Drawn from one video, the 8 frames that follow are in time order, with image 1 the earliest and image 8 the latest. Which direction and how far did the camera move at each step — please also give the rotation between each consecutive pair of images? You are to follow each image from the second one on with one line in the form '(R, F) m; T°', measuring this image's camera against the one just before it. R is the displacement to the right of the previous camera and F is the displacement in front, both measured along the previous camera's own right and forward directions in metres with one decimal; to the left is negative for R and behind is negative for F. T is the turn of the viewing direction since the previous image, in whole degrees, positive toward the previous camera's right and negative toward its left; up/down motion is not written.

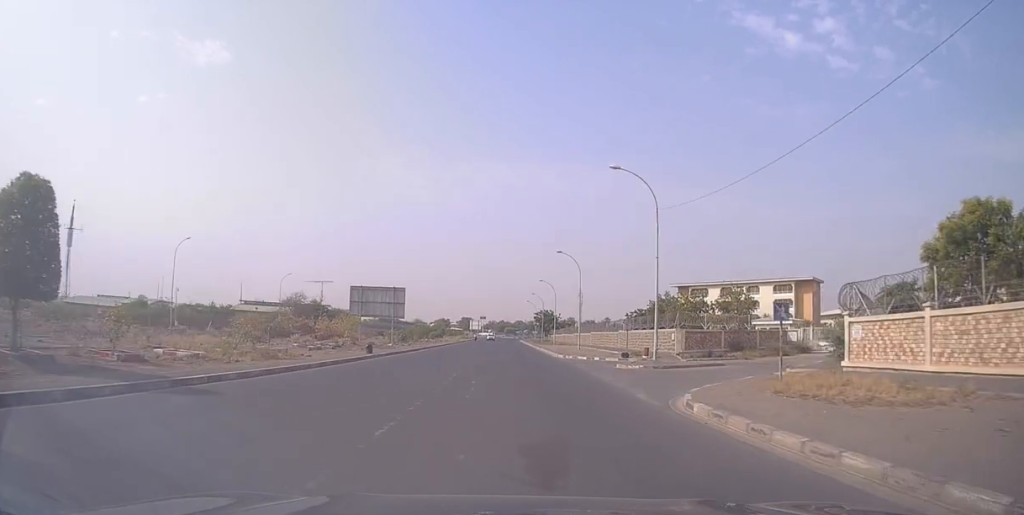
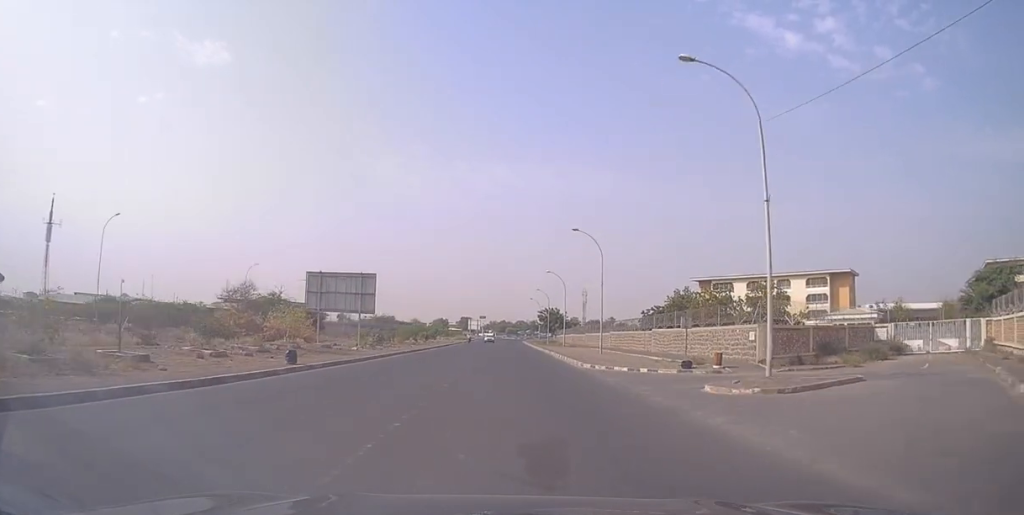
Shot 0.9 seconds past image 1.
(+0.1, +13.9) m; 0°
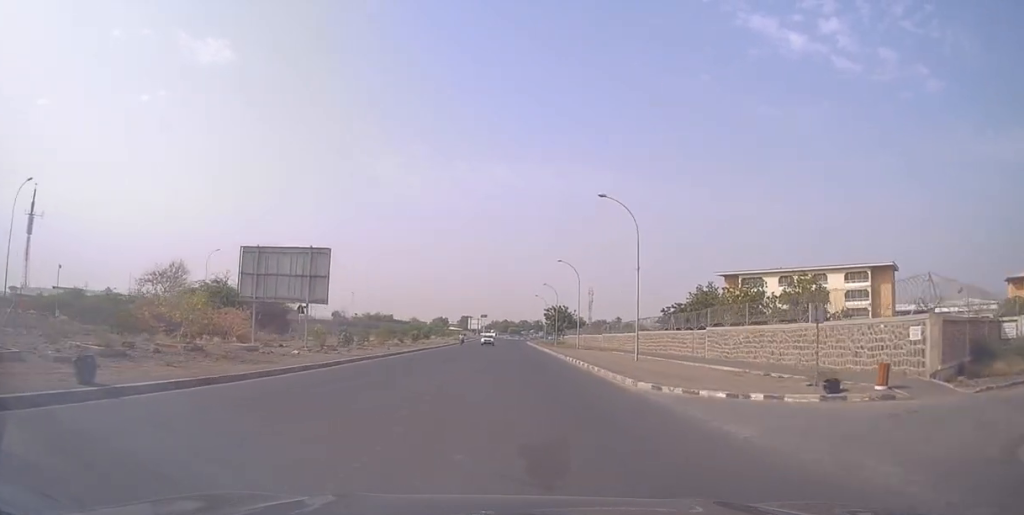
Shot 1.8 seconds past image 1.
(-0.1, +12.9) m; -1°
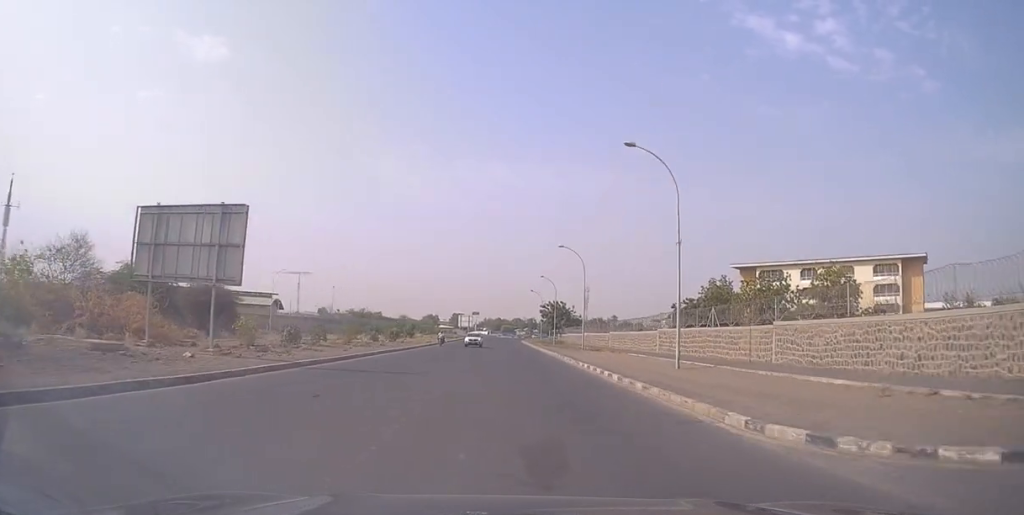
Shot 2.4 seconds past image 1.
(-0.2, +10.6) m; 0°
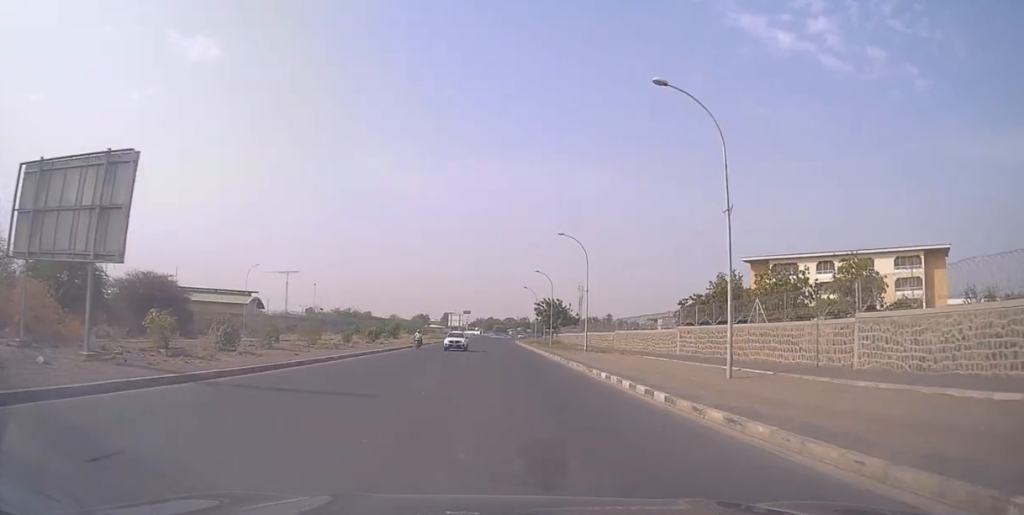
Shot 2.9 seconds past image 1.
(+0.1, +7.6) m; +1°
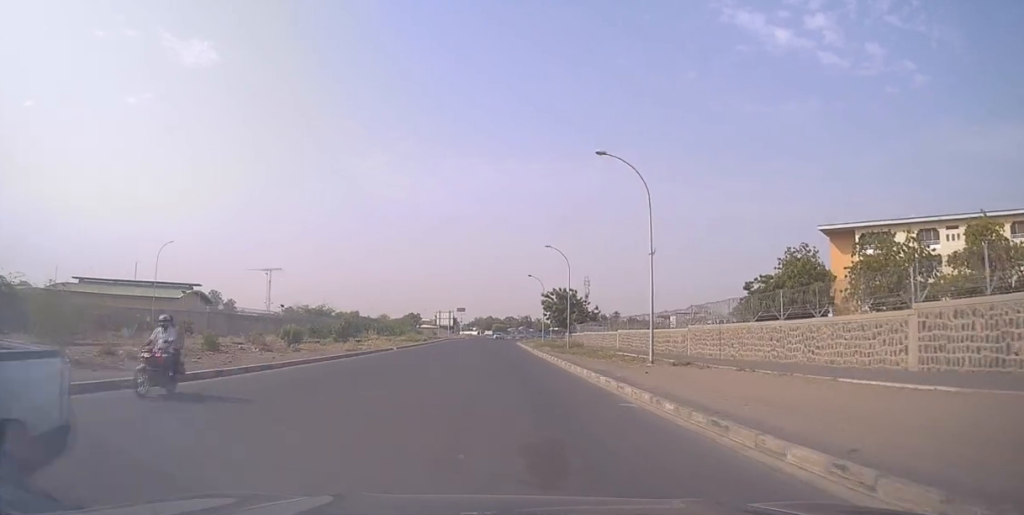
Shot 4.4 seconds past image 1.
(+0.7, +24.8) m; +2°
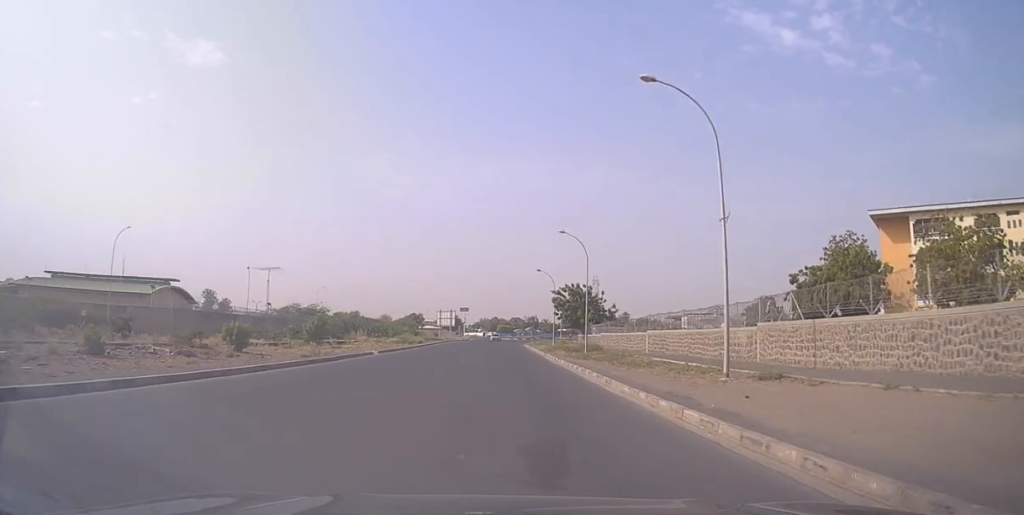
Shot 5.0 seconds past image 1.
(0.0, +9.5) m; -1°
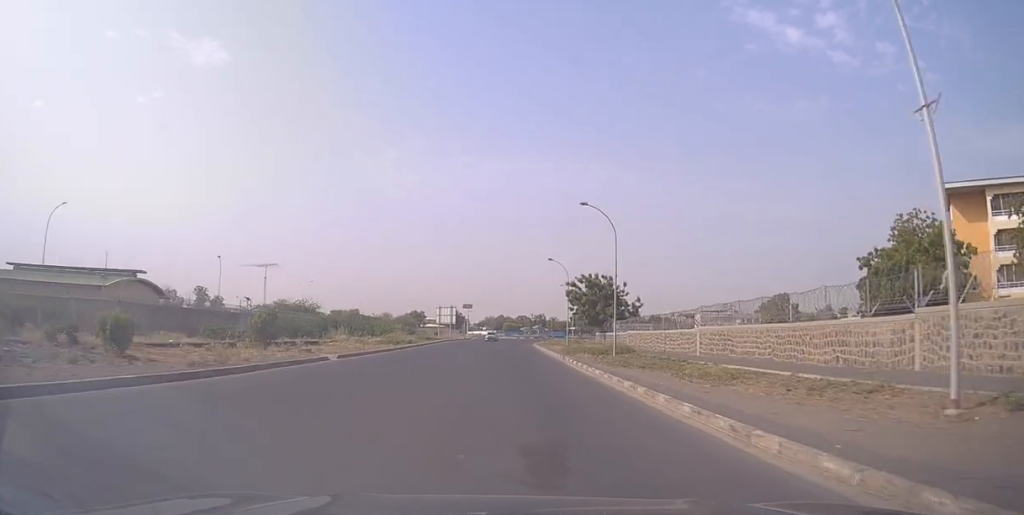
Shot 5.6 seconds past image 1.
(-0.1, +11.3) m; -1°
